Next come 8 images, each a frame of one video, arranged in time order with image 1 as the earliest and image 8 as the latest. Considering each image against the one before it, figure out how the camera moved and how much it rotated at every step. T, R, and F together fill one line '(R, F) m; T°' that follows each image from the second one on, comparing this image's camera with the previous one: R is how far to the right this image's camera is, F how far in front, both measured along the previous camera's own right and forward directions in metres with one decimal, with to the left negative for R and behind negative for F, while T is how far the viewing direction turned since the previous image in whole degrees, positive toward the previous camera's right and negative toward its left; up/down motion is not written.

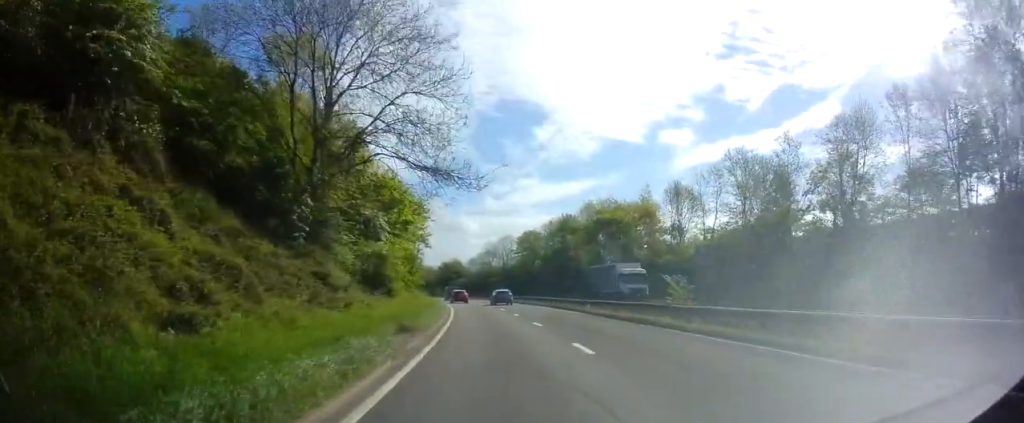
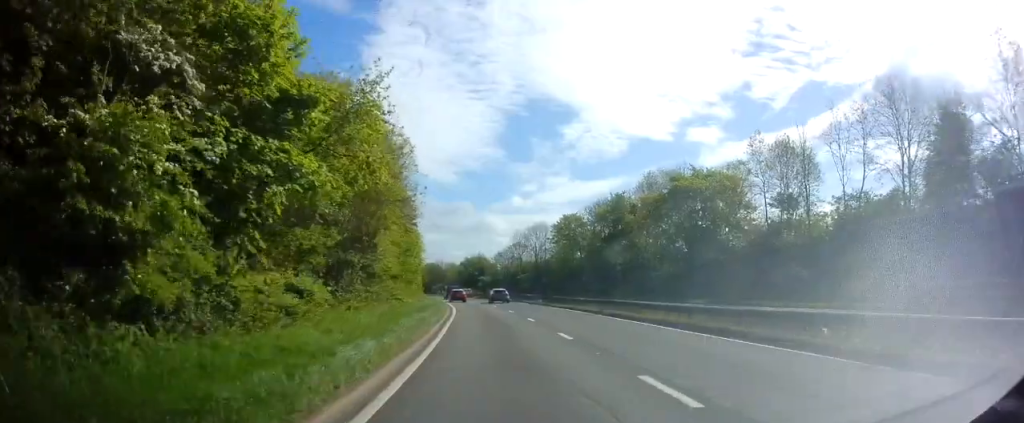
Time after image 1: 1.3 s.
(-0.6, +23.0) m; -2°
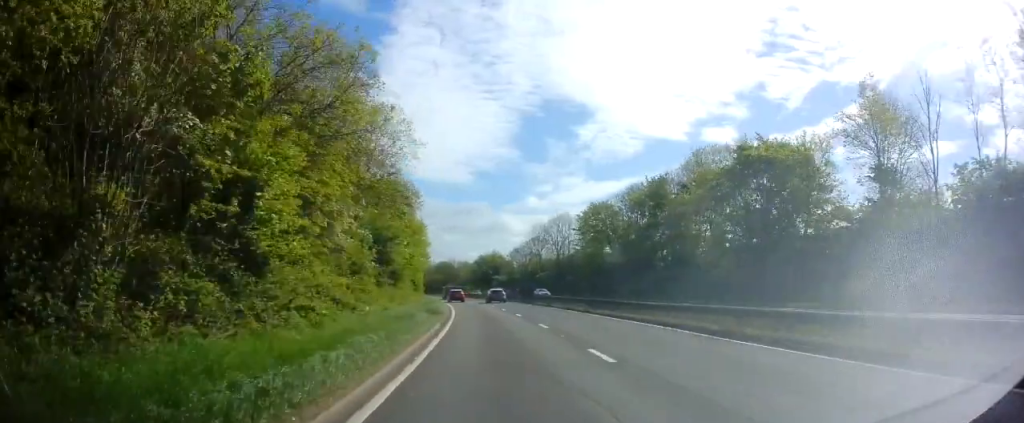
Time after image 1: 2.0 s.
(-0.1, +13.7) m; -2°
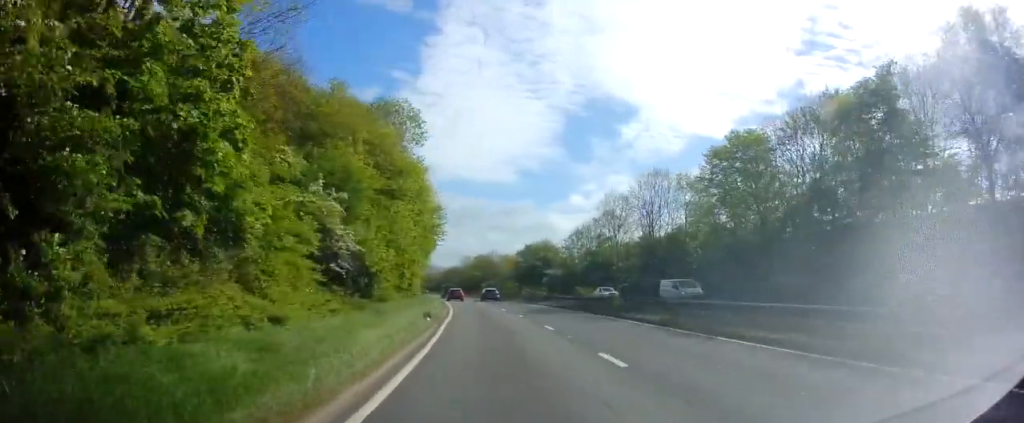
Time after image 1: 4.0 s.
(-1.8, +37.0) m; -5°
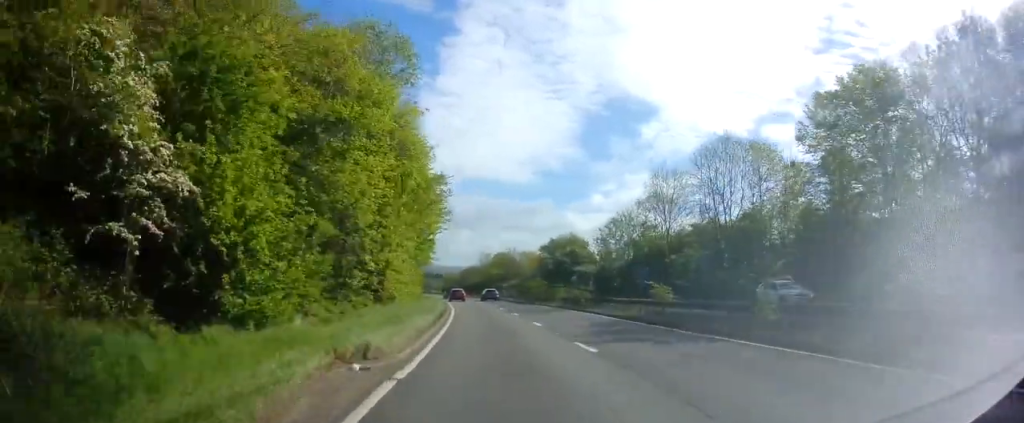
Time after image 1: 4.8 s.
(-0.1, +15.0) m; -2°
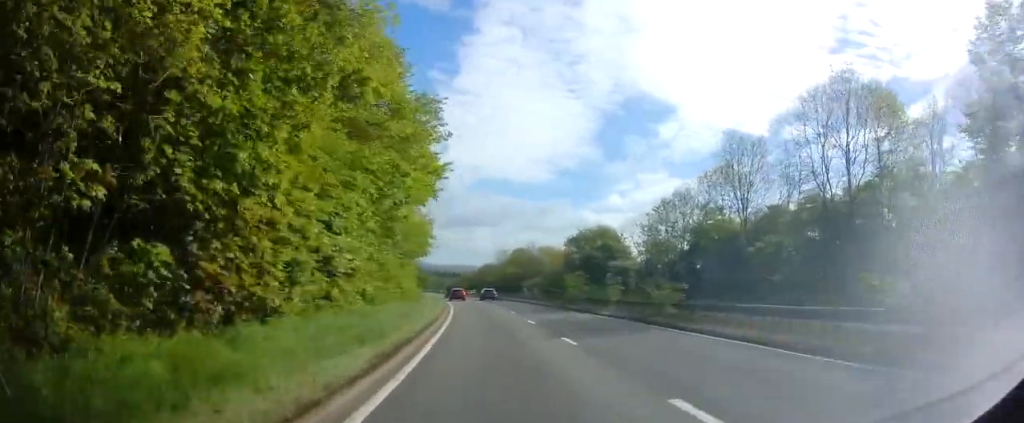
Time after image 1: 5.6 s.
(-0.4, +15.9) m; -2°
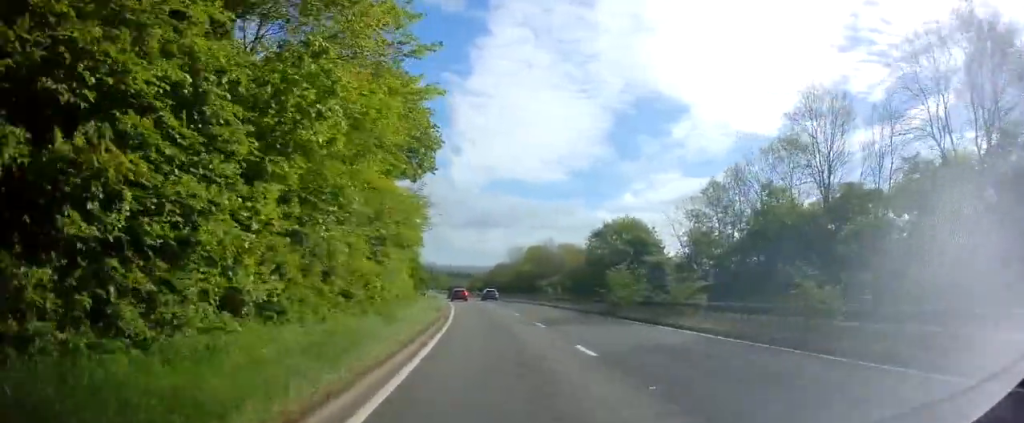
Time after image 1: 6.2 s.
(-0.1, +10.9) m; -1°
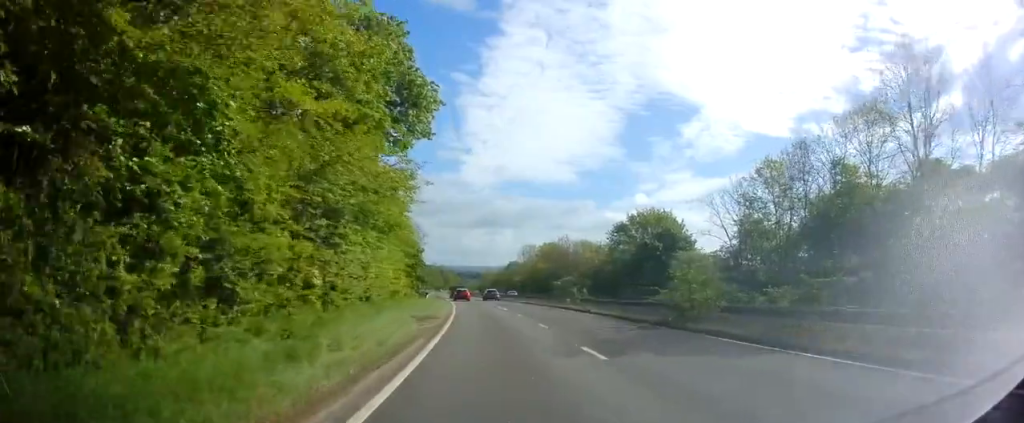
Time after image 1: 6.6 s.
(0.0, +9.1) m; -1°
